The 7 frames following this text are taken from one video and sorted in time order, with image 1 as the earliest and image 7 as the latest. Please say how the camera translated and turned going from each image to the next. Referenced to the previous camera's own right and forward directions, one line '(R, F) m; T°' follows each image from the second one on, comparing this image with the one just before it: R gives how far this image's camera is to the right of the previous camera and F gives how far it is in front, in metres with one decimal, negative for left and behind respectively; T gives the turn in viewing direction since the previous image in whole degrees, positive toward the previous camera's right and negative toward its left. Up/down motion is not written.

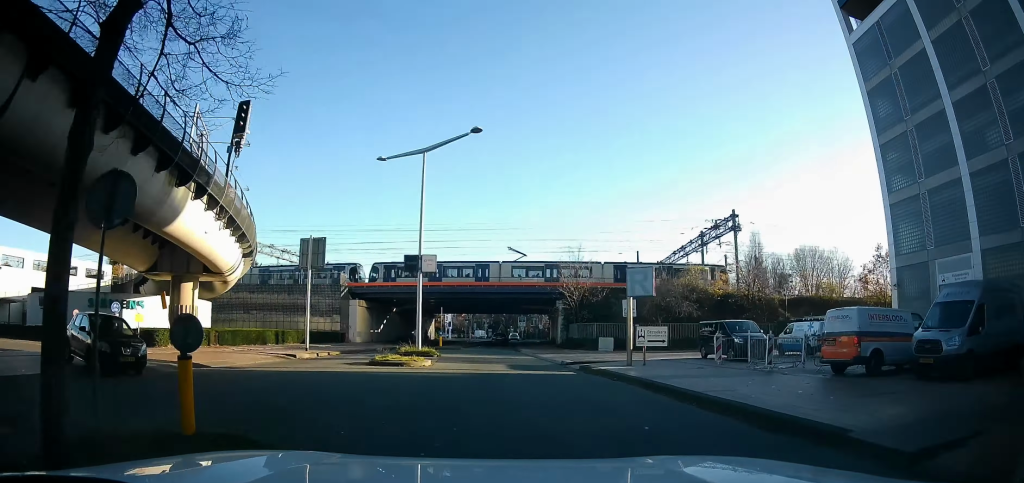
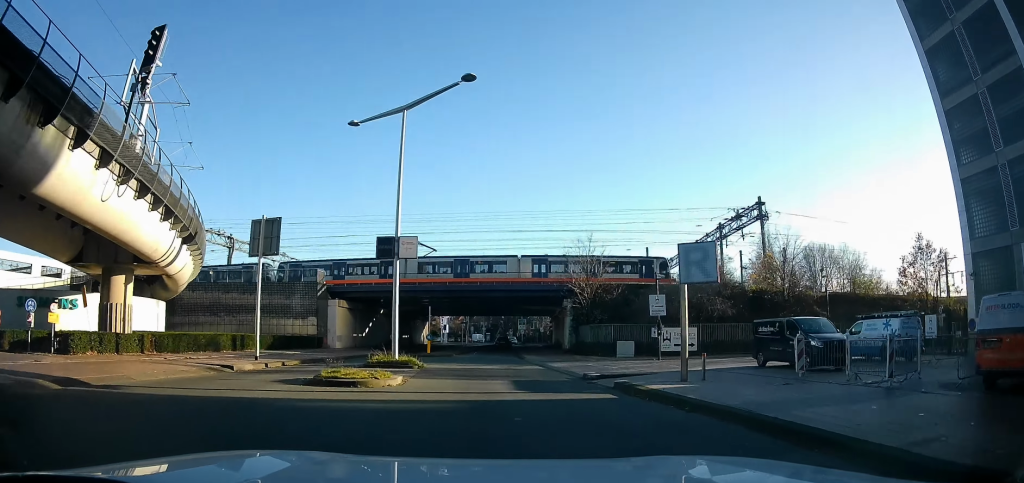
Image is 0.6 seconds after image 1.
(-0.1, +6.2) m; +1°
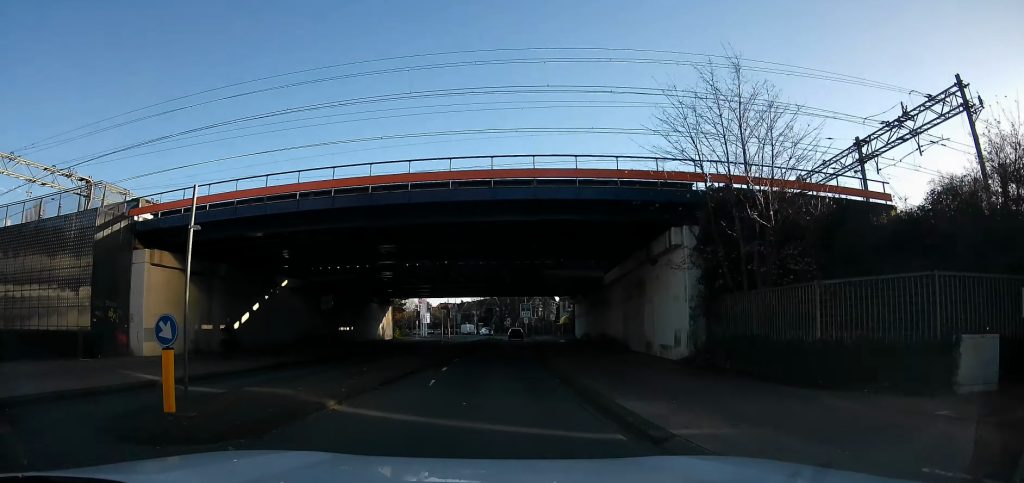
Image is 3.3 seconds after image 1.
(-3.8, +25.3) m; -18°
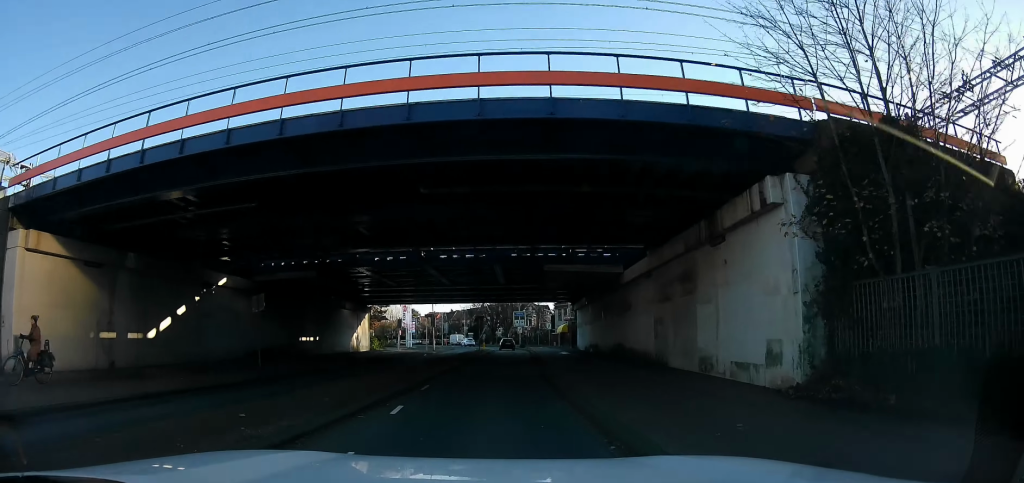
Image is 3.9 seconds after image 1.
(+0.4, +6.7) m; +3°
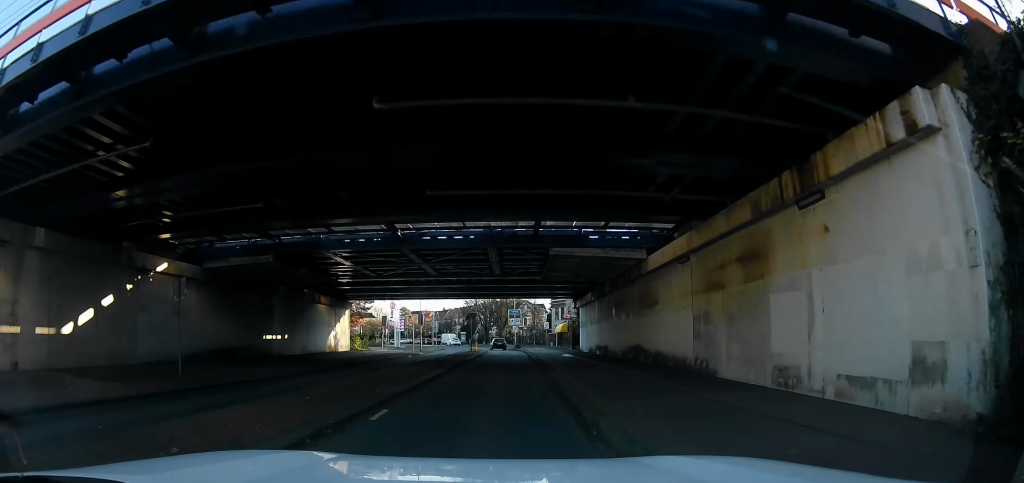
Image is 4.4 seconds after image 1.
(+0.2, +4.7) m; +2°
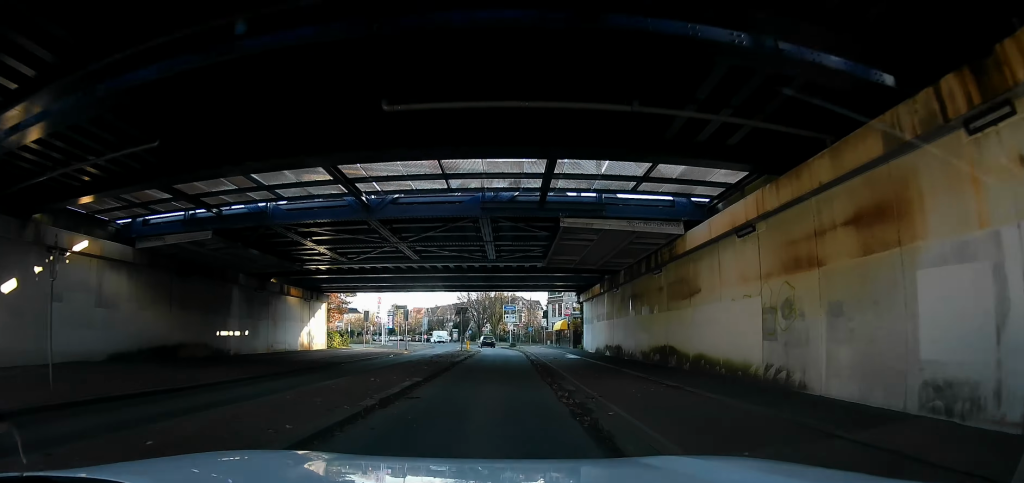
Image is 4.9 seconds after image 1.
(0.0, +4.7) m; +1°
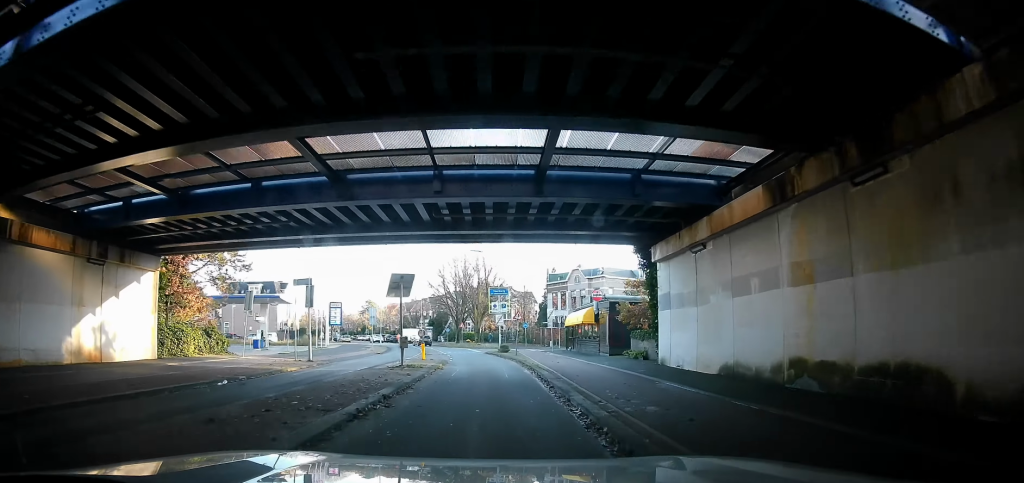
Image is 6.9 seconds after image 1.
(+0.7, +19.1) m; +4°
